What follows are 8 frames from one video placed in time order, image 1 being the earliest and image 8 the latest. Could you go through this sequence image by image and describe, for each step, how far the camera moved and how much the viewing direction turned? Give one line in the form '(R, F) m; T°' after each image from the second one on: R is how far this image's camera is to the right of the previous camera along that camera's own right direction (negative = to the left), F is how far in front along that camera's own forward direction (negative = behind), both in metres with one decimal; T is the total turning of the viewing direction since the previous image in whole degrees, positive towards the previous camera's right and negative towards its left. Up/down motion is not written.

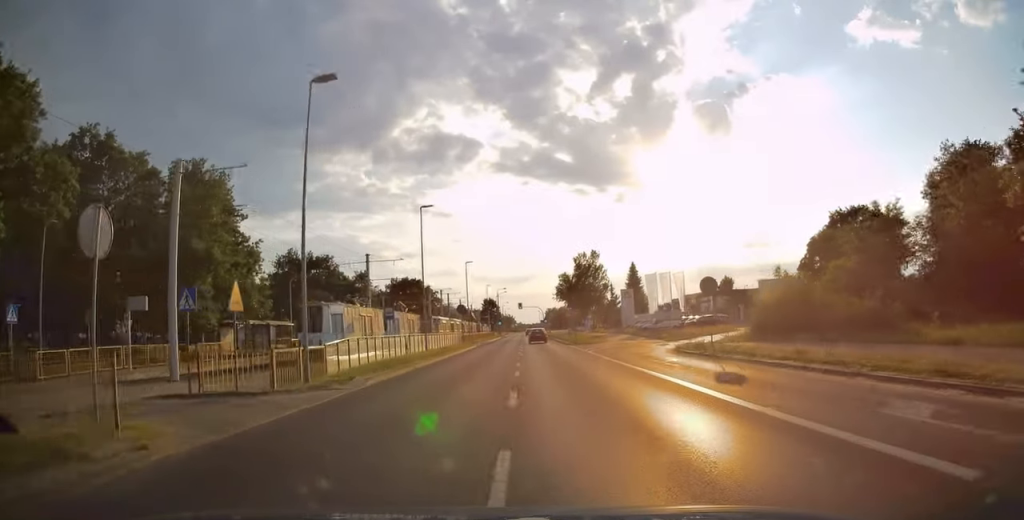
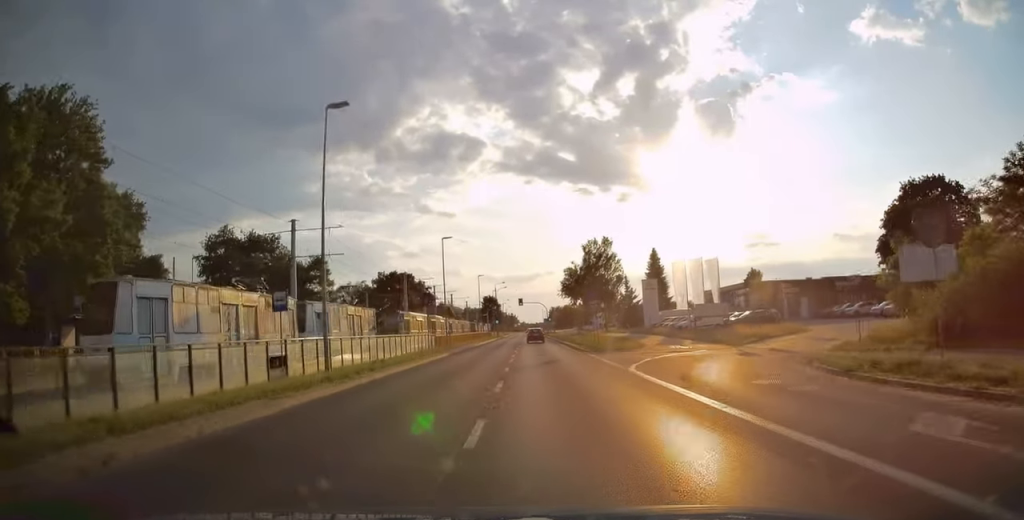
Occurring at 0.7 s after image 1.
(0.0, +15.9) m; -1°
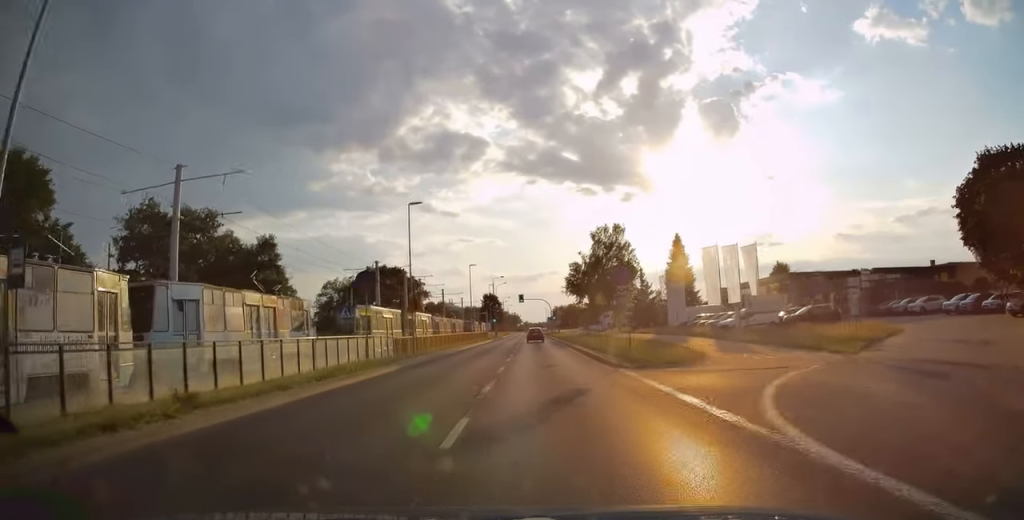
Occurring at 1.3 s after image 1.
(-0.3, +12.3) m; 0°
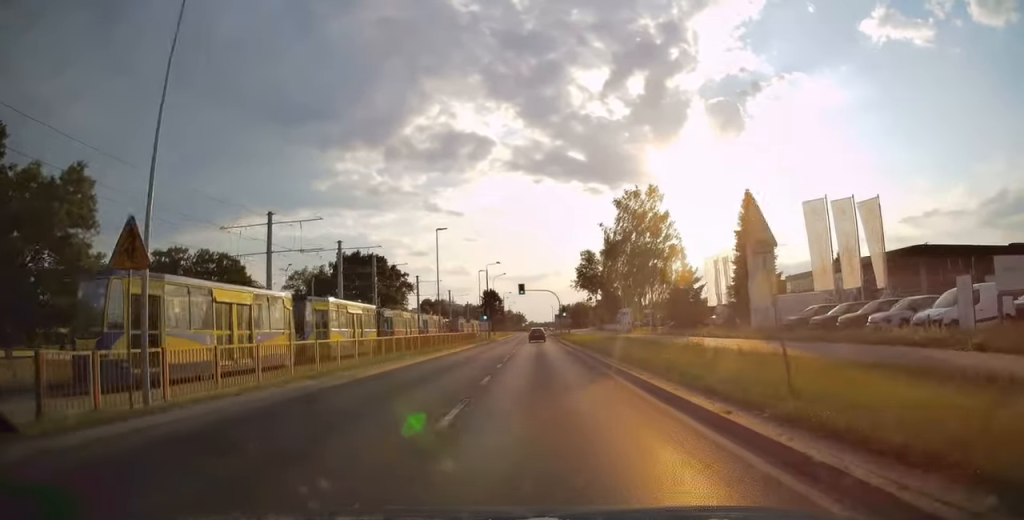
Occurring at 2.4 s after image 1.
(+0.3, +22.8) m; 0°
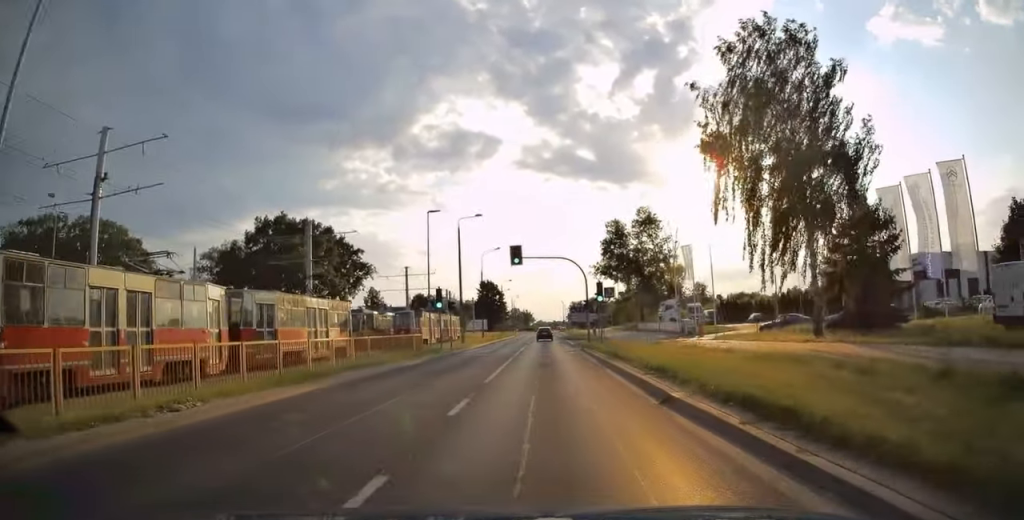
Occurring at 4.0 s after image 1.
(-0.6, +35.5) m; -1°
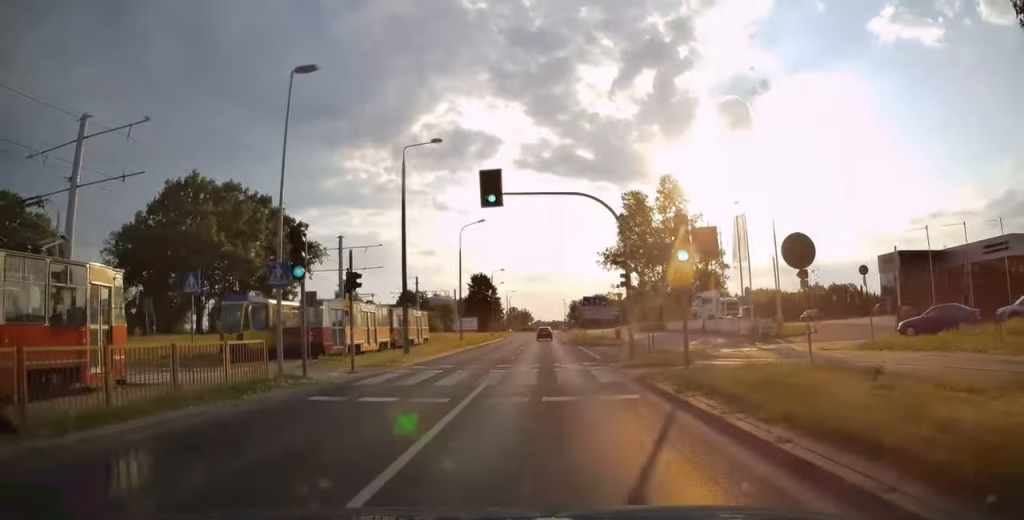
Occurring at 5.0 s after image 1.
(0.0, +20.2) m; 0°
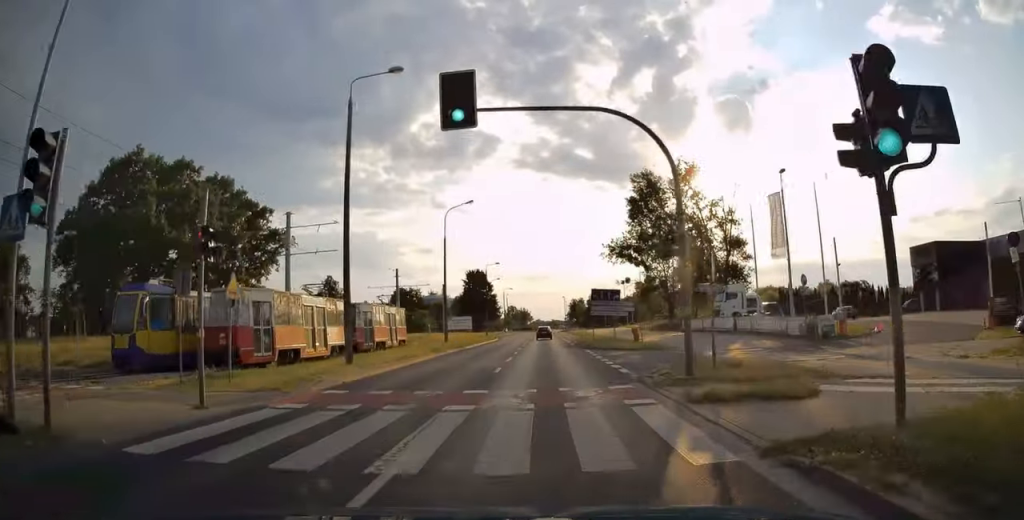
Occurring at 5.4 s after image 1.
(0.0, +8.8) m; 0°
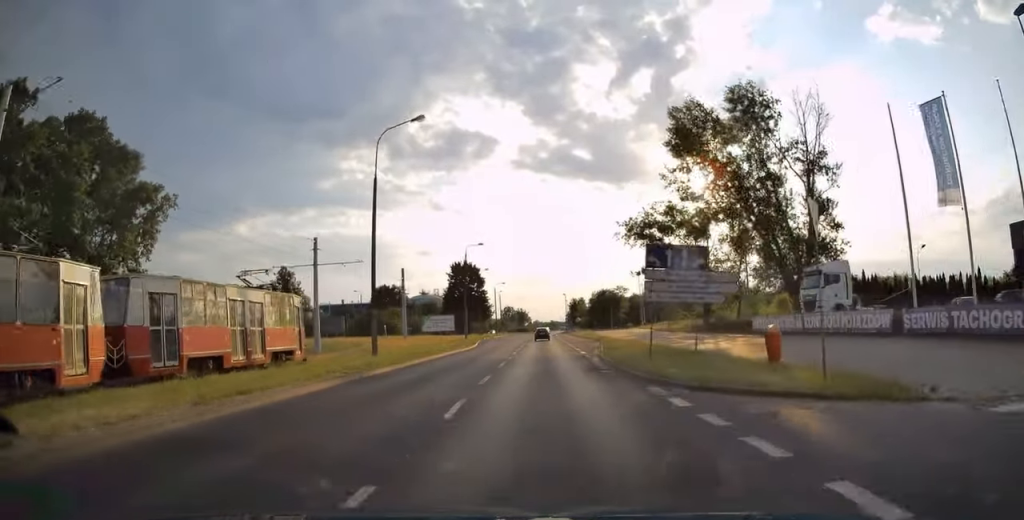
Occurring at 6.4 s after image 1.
(0.0, +21.0) m; 0°
